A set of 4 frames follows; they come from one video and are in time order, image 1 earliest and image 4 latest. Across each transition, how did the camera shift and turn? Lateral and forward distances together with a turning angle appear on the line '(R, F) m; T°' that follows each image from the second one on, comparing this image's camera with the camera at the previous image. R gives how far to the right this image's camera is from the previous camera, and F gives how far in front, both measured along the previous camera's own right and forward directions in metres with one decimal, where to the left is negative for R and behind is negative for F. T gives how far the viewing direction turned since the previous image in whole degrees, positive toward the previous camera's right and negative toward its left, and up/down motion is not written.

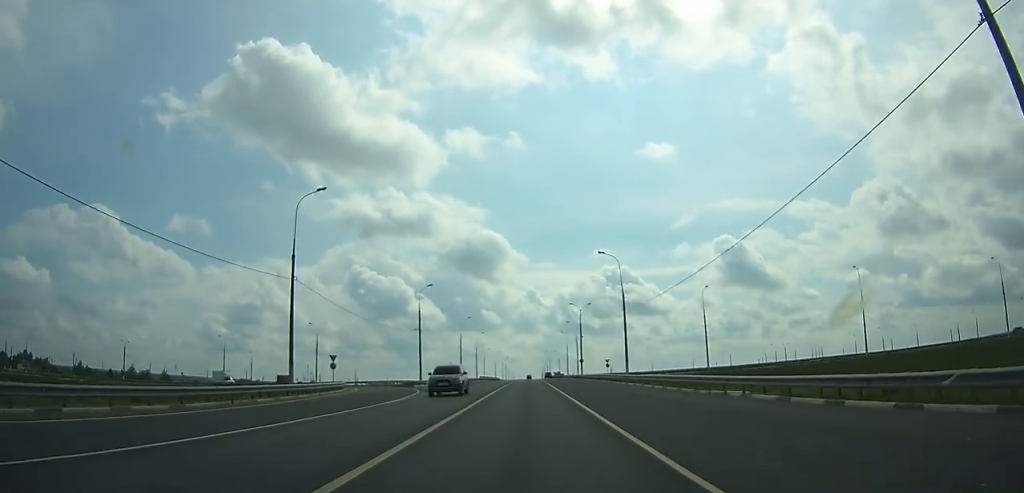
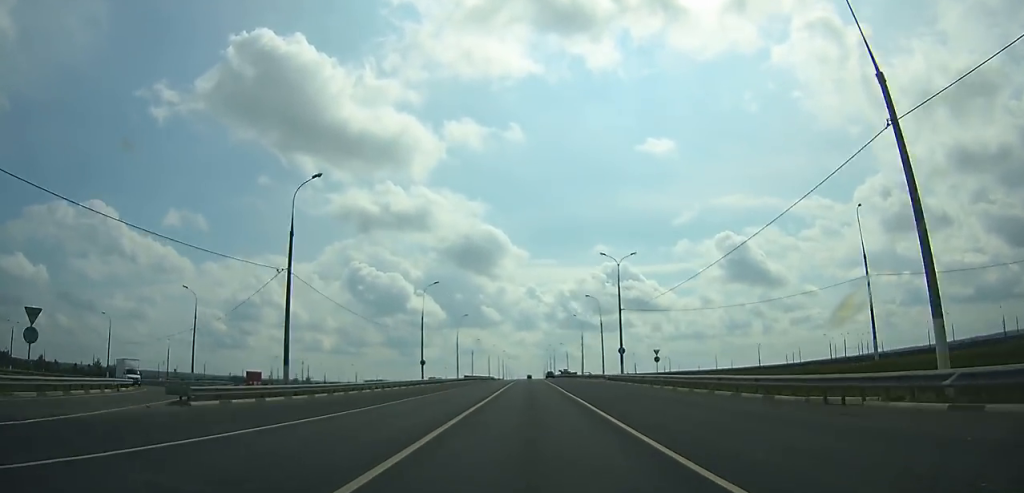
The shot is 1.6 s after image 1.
(0.0, +40.1) m; 0°
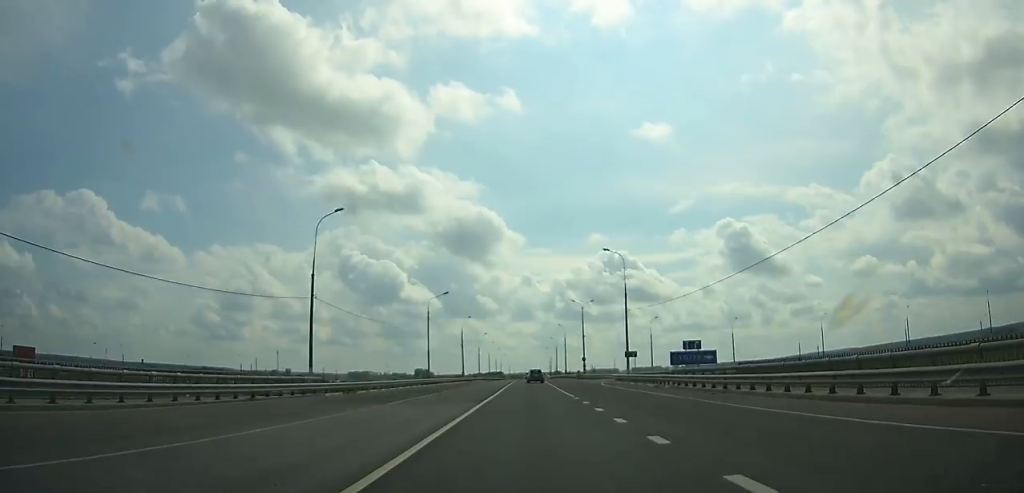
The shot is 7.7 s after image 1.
(-0.1, +163.9) m; 0°
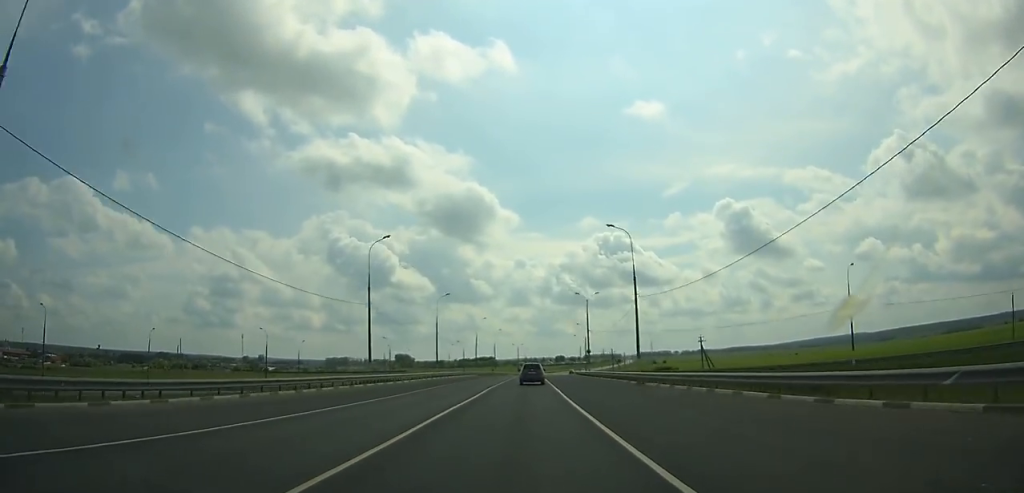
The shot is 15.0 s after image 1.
(+0.8, +187.1) m; +1°
